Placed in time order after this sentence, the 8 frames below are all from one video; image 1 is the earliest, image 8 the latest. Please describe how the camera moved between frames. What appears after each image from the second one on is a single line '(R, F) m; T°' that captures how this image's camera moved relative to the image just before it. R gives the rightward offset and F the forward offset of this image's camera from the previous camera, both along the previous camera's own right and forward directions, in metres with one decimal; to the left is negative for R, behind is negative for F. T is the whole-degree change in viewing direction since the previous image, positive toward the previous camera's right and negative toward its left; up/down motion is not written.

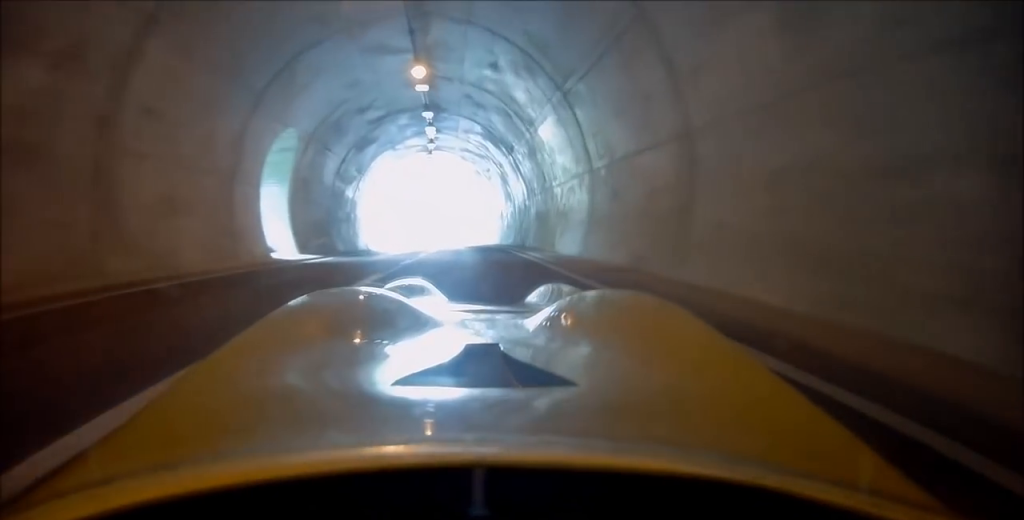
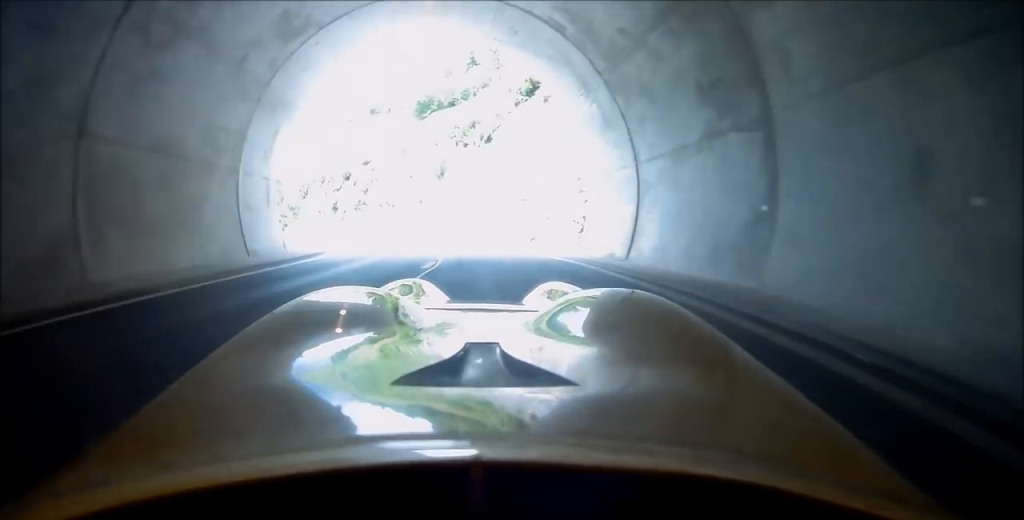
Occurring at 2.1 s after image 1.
(+6.4, +39.1) m; +32°
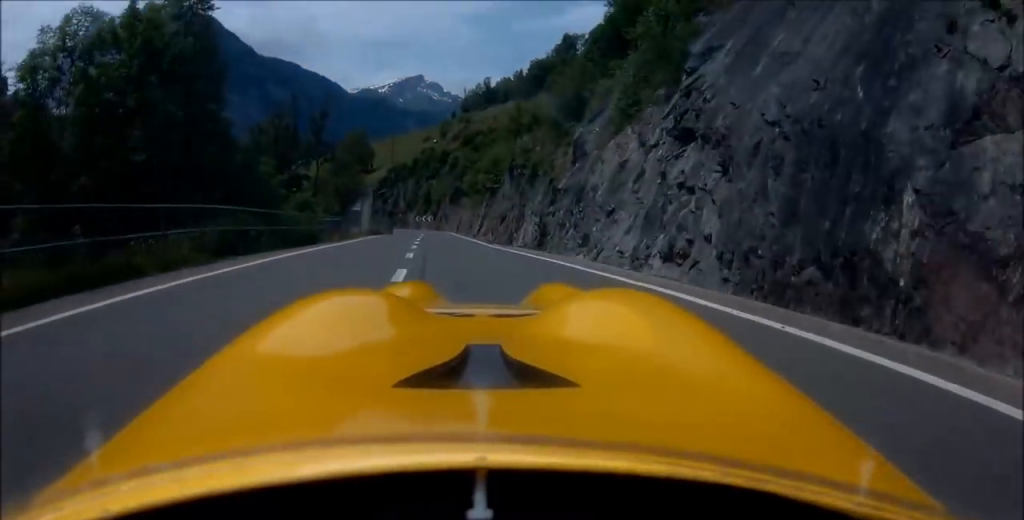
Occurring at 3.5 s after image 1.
(+8.0, +29.4) m; +17°
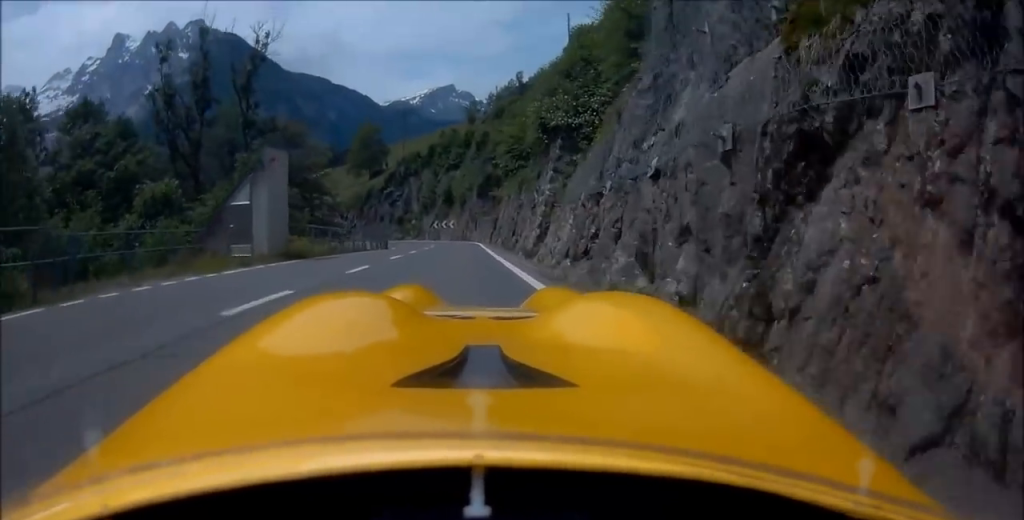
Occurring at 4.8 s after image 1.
(-1.2, +28.5) m; -14°
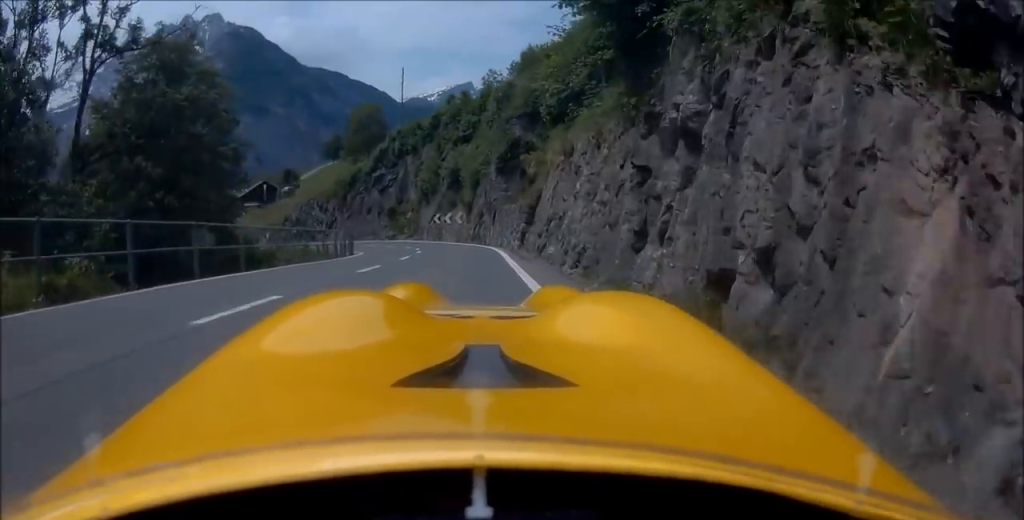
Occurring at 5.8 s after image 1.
(-2.9, +17.4) m; -13°
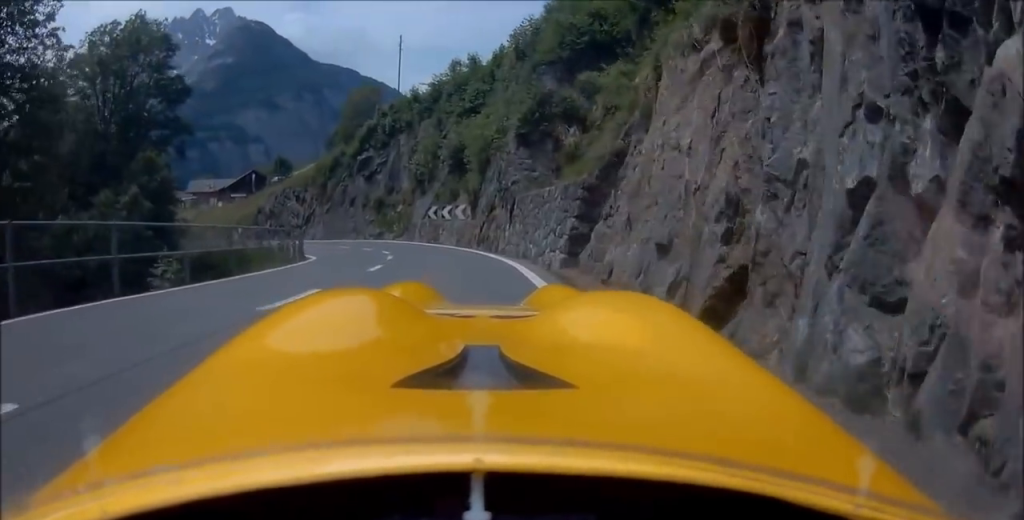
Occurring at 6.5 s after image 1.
(-0.7, +10.6) m; -4°
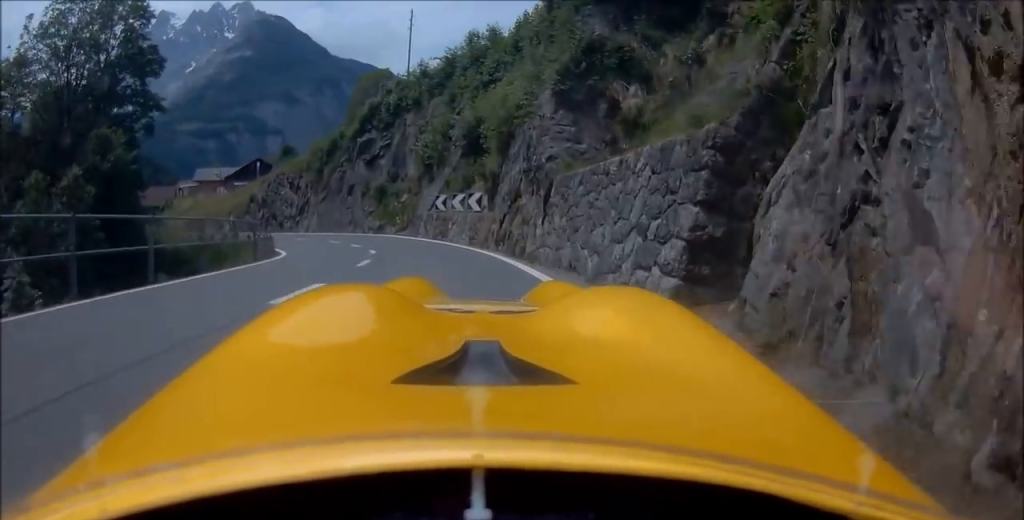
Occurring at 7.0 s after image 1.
(-0.1, +6.6) m; -2°
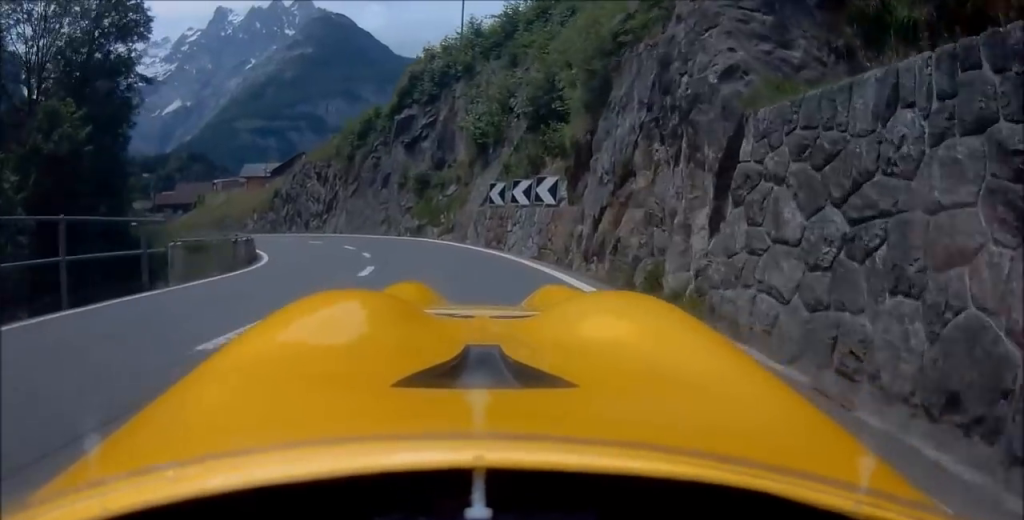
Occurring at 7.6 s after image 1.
(-0.3, +8.5) m; 0°
